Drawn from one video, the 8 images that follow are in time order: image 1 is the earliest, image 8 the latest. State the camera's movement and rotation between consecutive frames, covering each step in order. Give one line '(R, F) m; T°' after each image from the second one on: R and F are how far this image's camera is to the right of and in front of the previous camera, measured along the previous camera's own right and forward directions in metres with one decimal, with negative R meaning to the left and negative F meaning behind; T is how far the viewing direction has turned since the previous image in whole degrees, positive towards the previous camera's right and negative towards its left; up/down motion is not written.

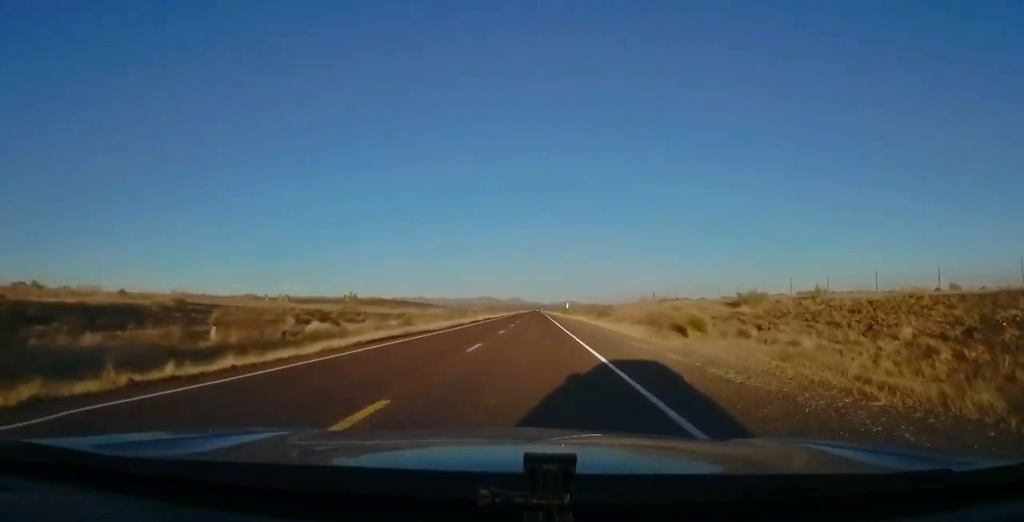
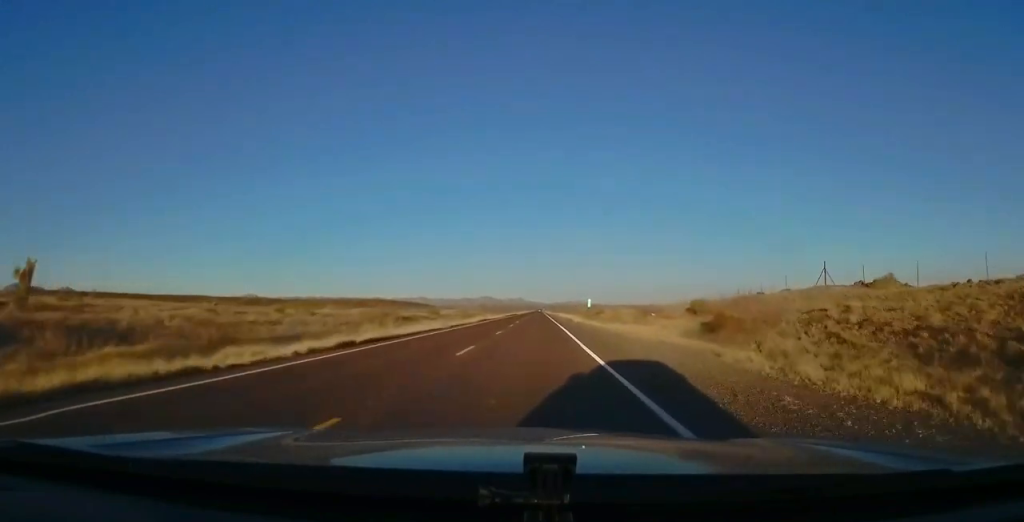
(-0.8, +49.2) m; -1°
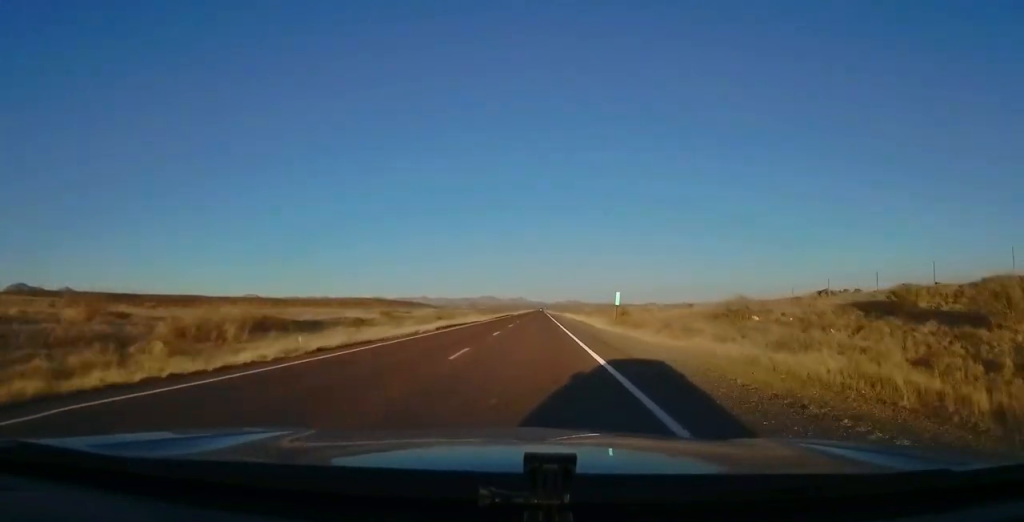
(0.0, +25.0) m; +1°
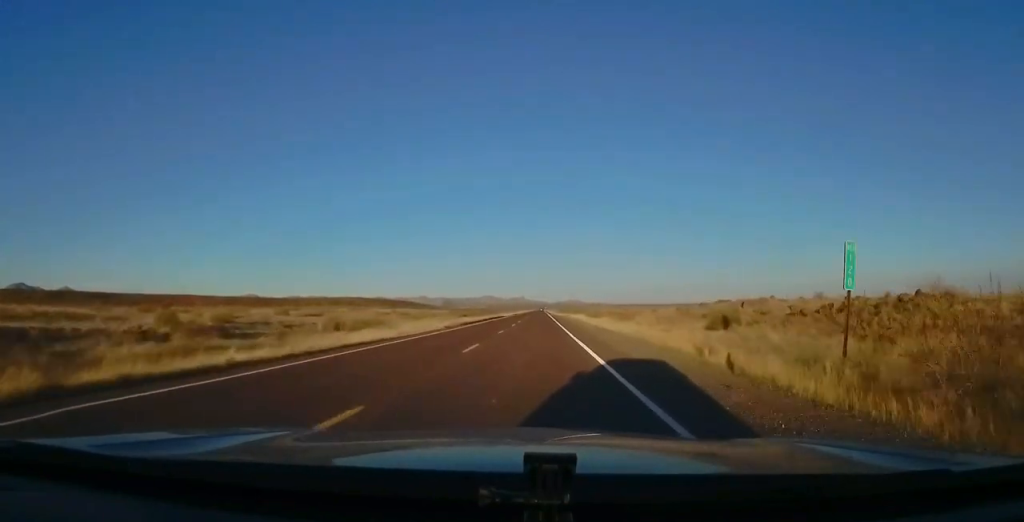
(+0.2, +33.6) m; 0°
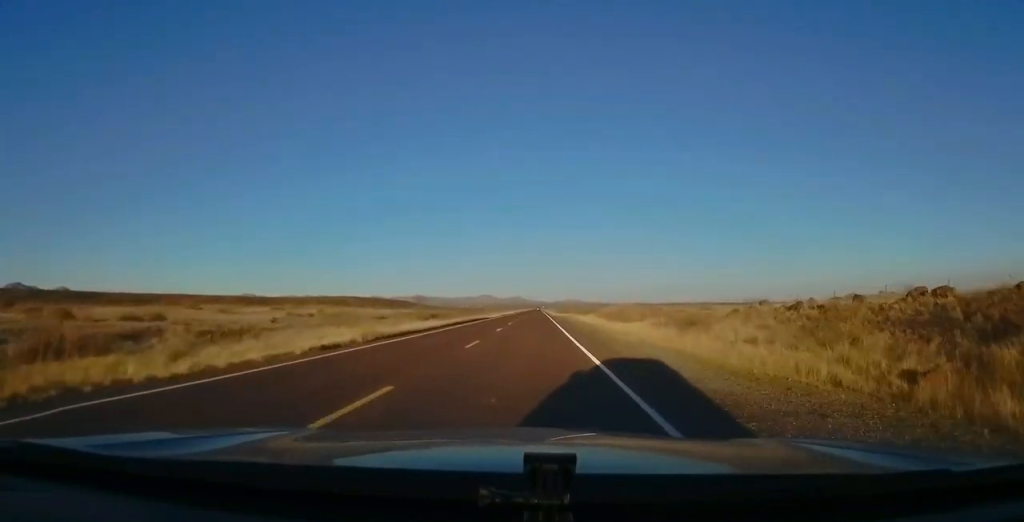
(-0.3, +22.0) m; 0°
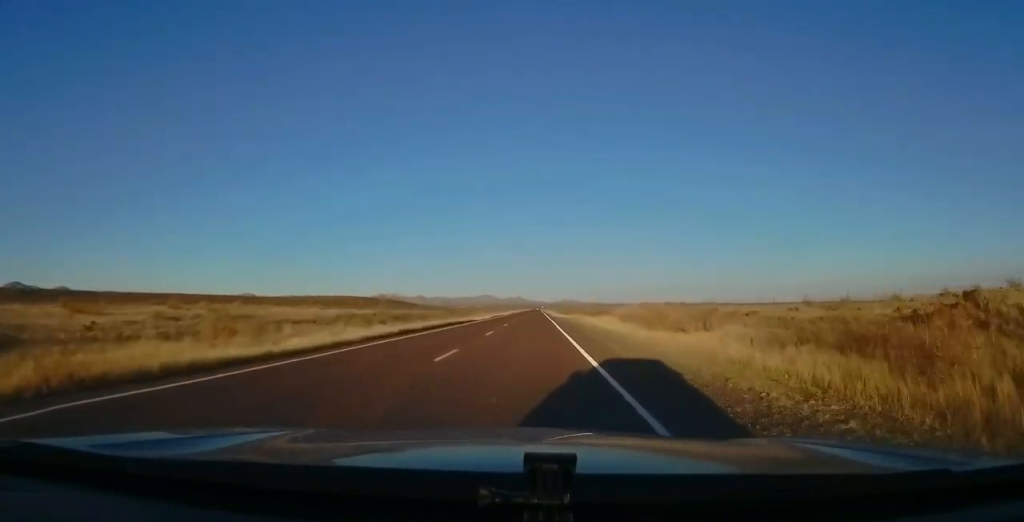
(+0.2, +16.3) m; 0°
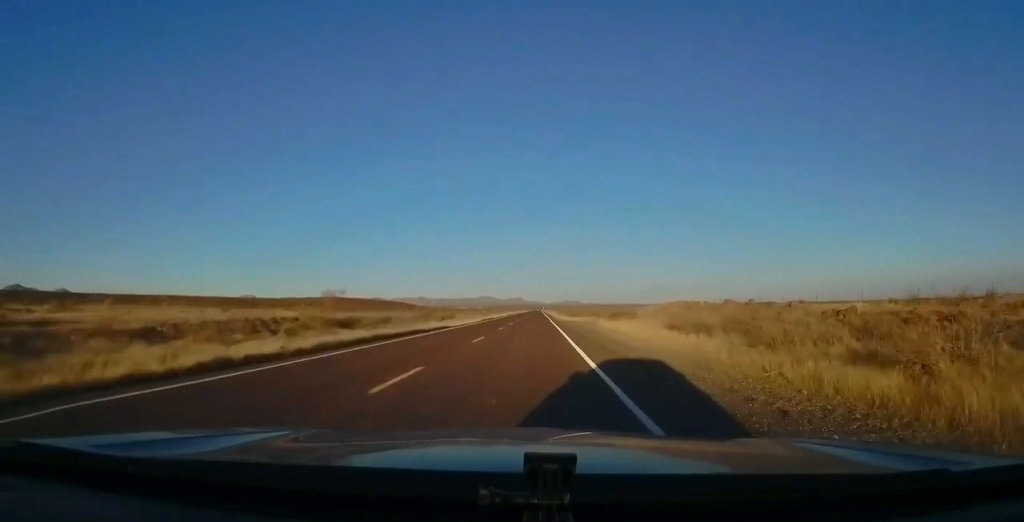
(0.0, +16.4) m; 0°
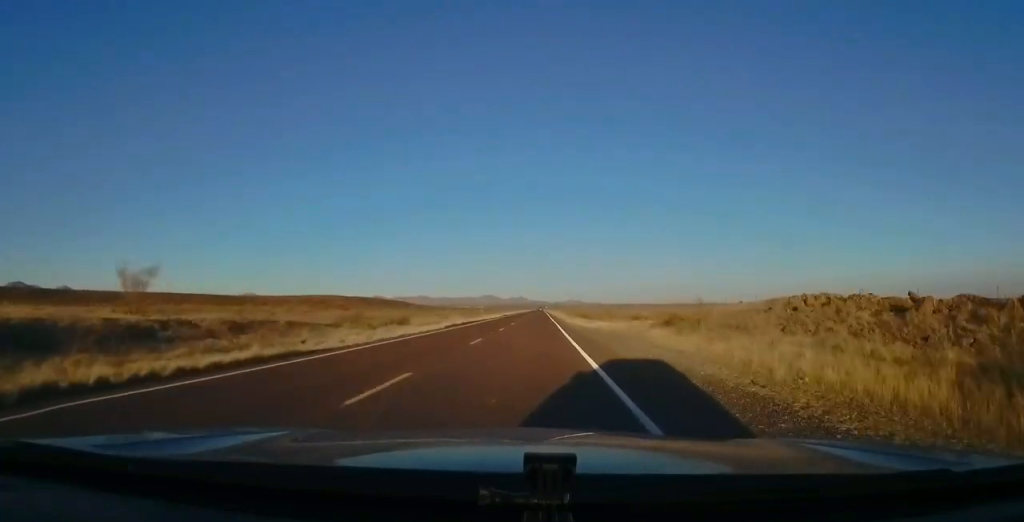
(-0.2, +25.1) m; -1°
